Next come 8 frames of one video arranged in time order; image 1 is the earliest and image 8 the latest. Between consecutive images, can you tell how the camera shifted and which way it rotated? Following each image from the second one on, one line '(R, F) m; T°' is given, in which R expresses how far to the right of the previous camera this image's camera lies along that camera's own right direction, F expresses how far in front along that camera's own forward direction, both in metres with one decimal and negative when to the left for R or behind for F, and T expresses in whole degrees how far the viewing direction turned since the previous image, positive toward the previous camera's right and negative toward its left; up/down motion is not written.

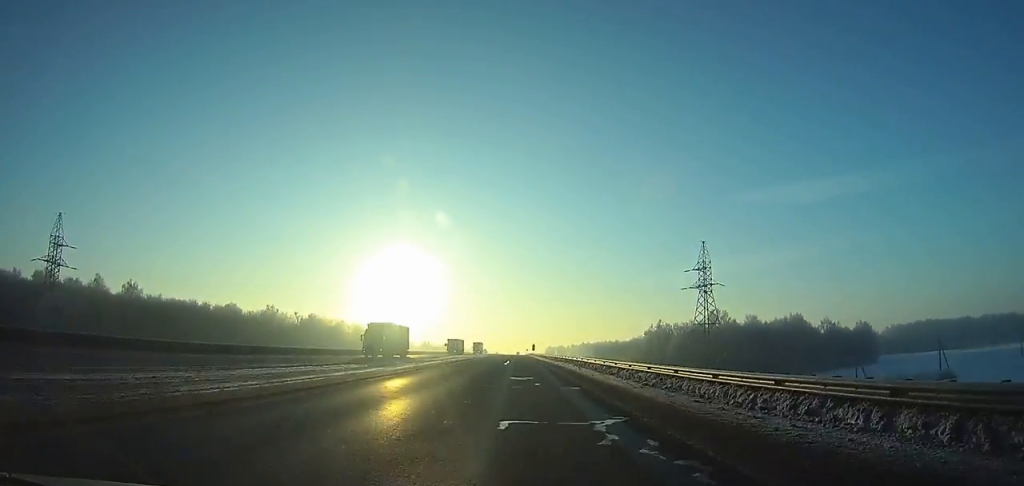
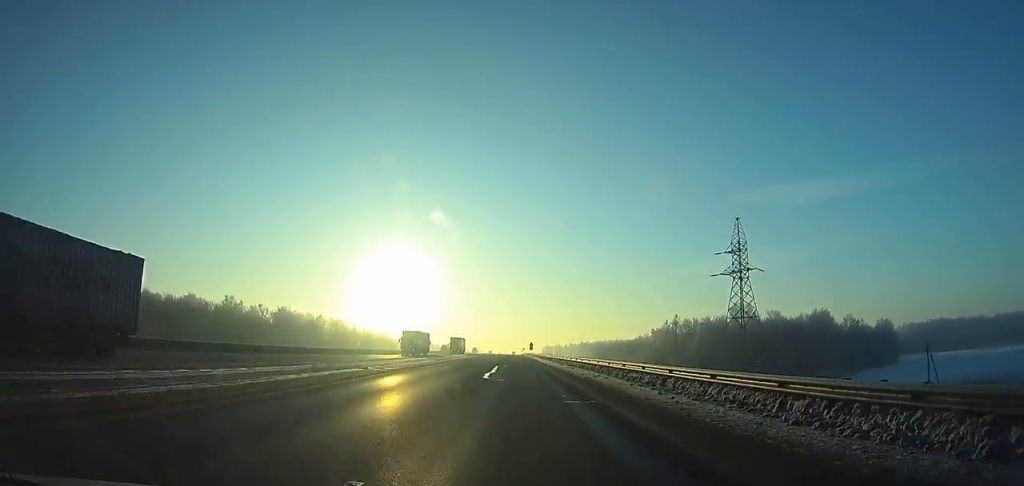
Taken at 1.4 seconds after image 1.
(-0.1, +25.1) m; 0°
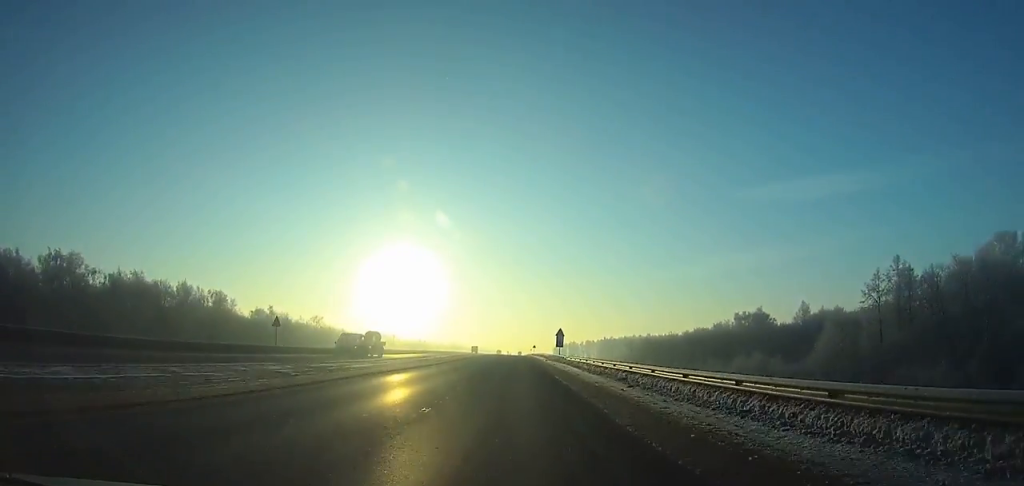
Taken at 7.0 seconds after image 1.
(-0.2, +102.4) m; 0°
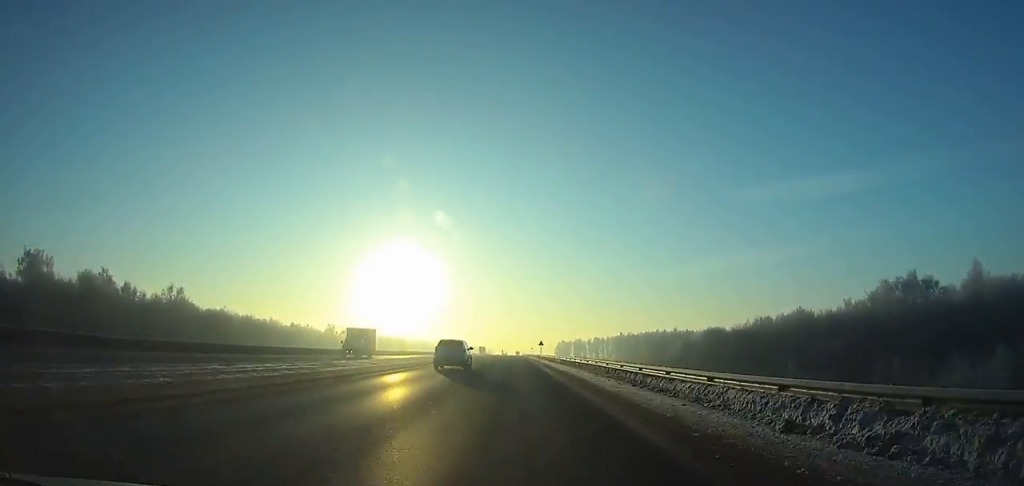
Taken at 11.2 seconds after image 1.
(+0.1, +78.6) m; 0°
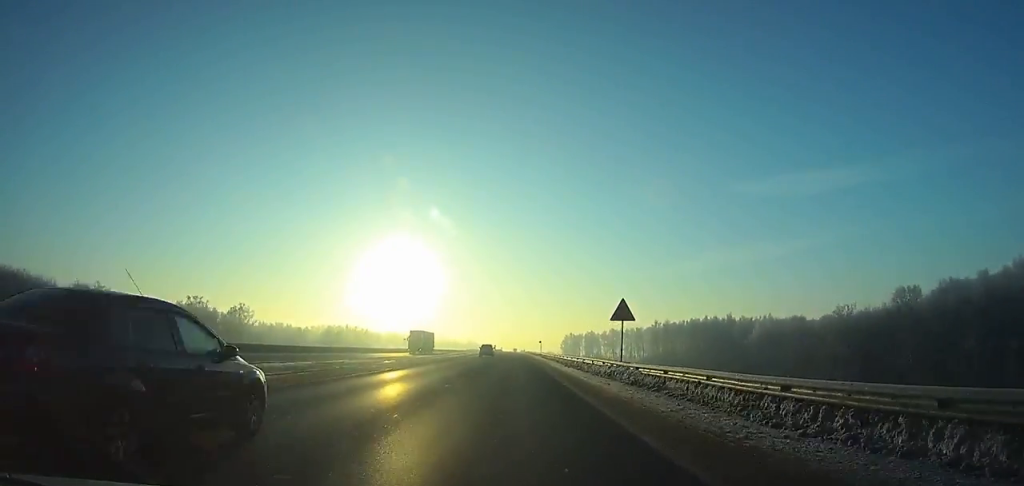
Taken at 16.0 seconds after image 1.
(+0.2, +92.7) m; 0°
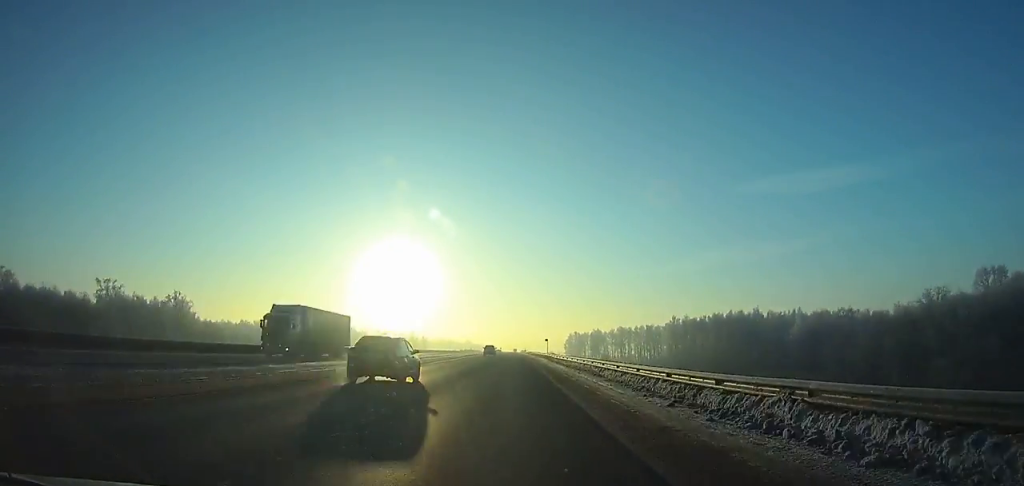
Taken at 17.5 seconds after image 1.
(-0.1, +29.8) m; 0°
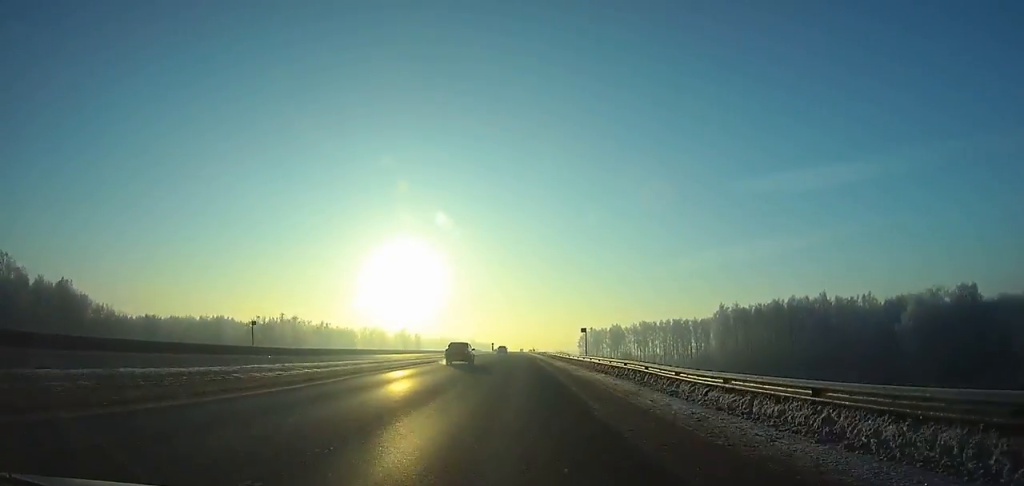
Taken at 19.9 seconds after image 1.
(-0.1, +48.0) m; 0°
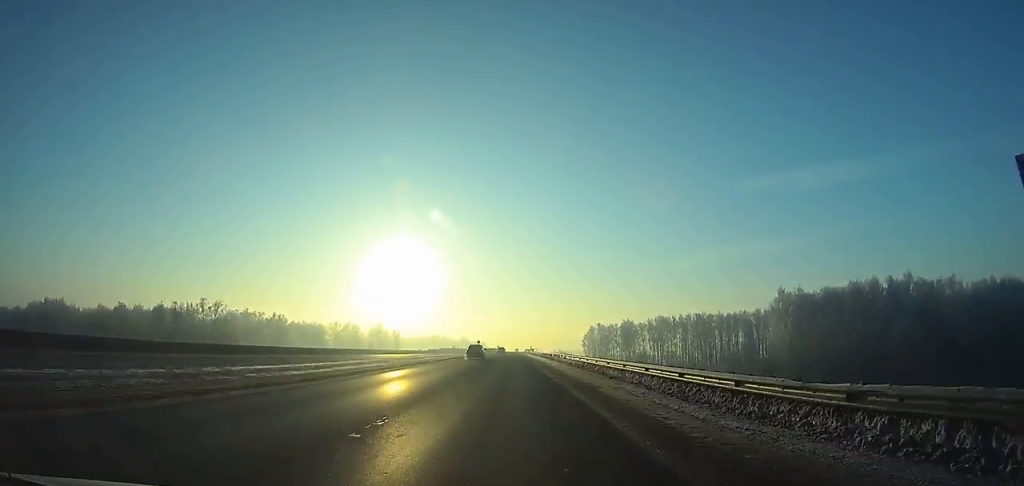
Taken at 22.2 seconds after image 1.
(-0.1, +46.2) m; 0°
